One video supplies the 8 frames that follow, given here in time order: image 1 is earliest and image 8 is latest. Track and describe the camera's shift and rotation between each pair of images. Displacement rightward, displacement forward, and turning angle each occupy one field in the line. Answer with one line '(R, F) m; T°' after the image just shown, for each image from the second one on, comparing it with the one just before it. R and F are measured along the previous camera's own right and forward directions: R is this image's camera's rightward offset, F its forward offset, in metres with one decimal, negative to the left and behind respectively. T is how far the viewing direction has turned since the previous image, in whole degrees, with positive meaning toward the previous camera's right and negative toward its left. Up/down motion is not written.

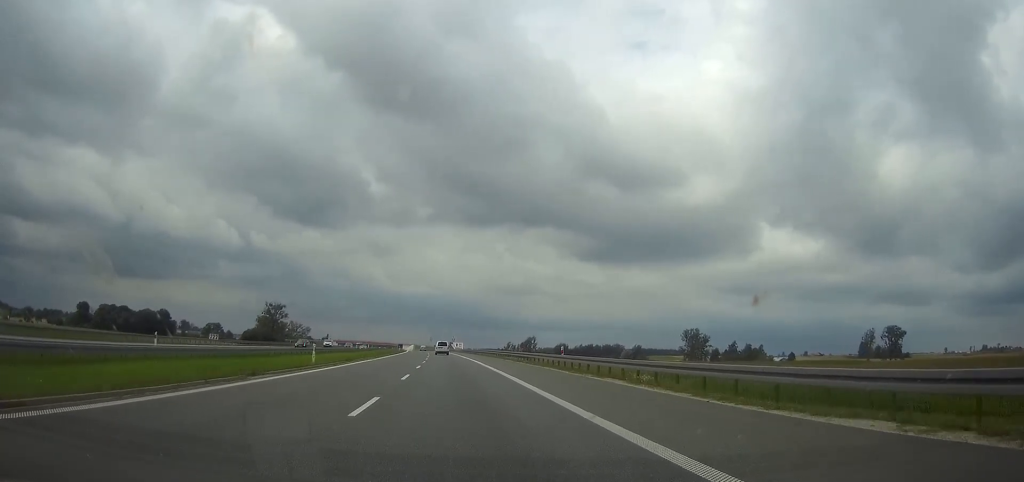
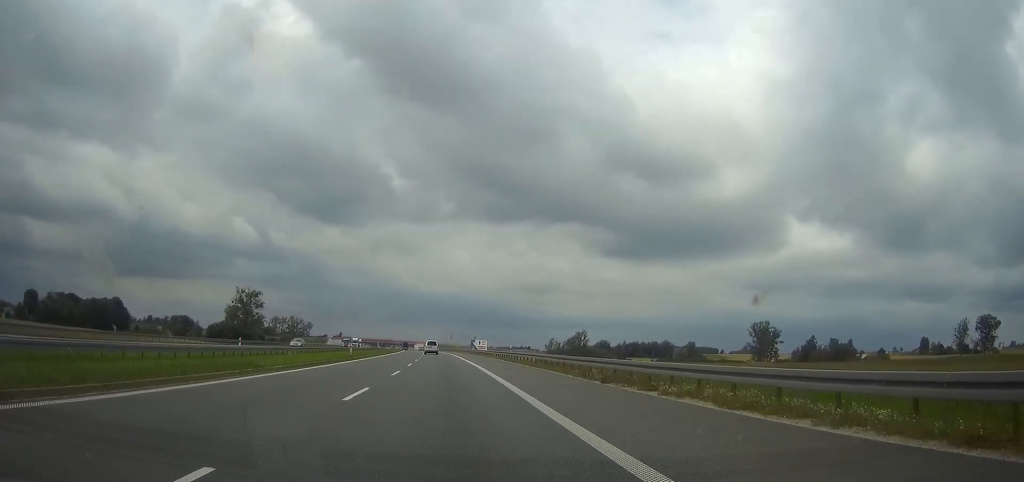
(-0.6, +72.8) m; -1°
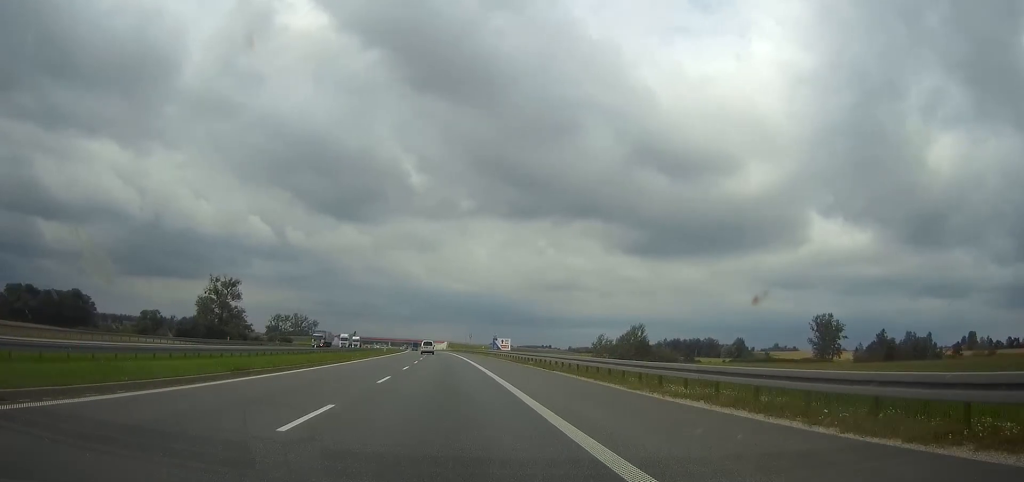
(-0.7, +52.8) m; -2°
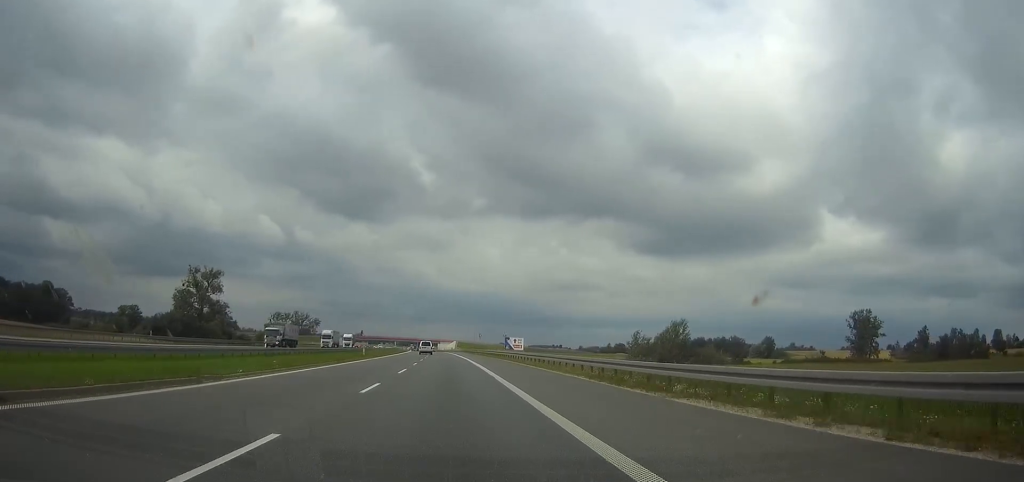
(-0.2, +28.8) m; -1°
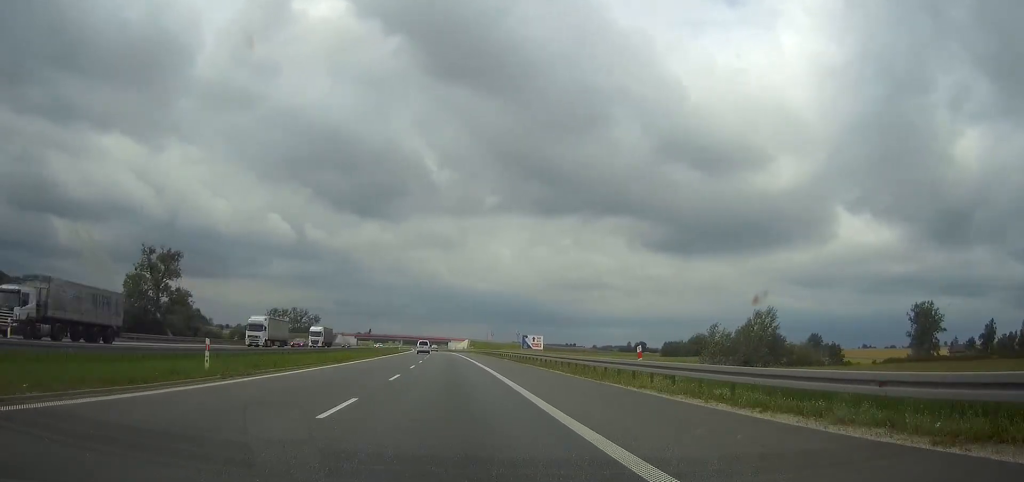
(-0.5, +42.4) m; -1°
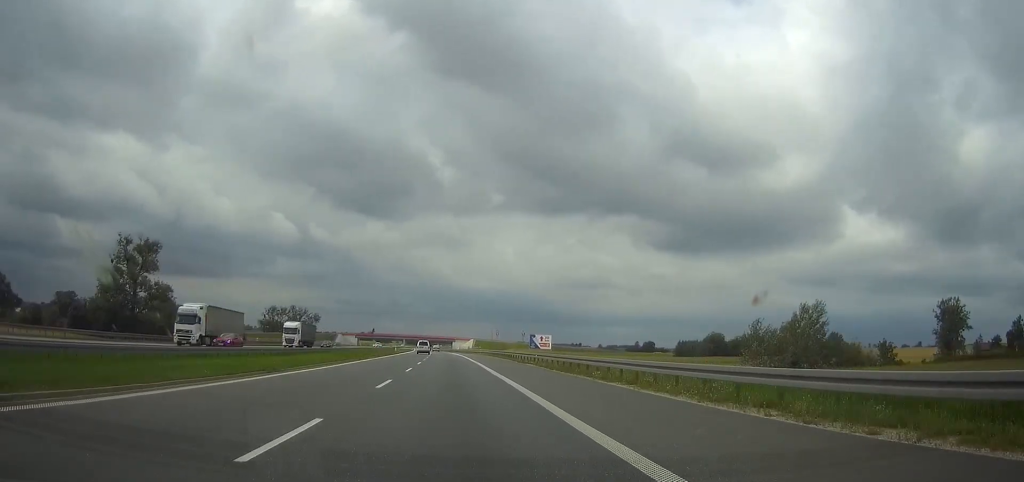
(0.0, +16.3) m; 0°
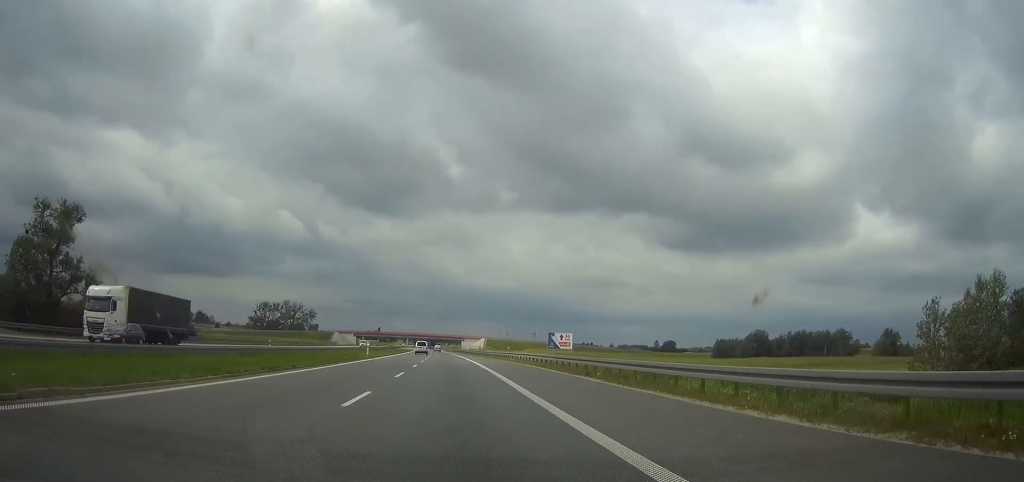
(-0.4, +42.0) m; -1°
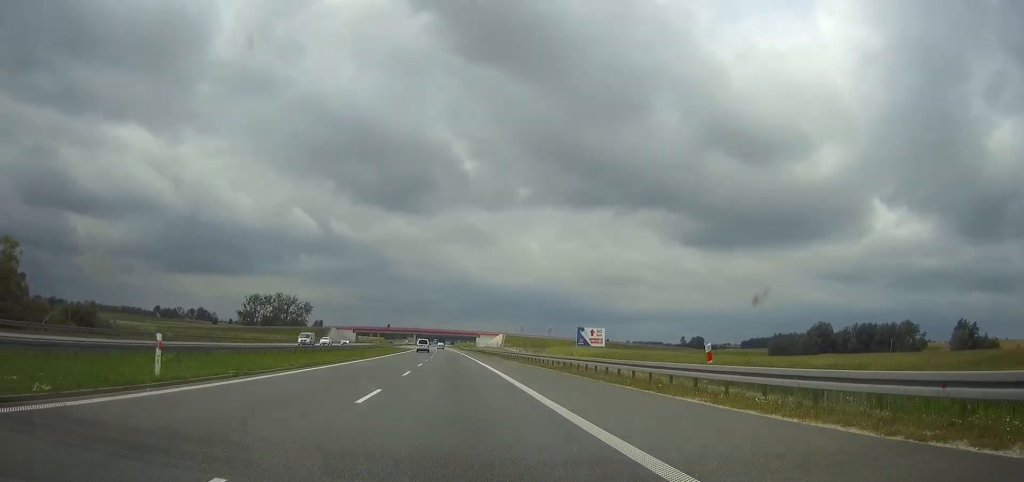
(-0.2, +47.2) m; -1°
